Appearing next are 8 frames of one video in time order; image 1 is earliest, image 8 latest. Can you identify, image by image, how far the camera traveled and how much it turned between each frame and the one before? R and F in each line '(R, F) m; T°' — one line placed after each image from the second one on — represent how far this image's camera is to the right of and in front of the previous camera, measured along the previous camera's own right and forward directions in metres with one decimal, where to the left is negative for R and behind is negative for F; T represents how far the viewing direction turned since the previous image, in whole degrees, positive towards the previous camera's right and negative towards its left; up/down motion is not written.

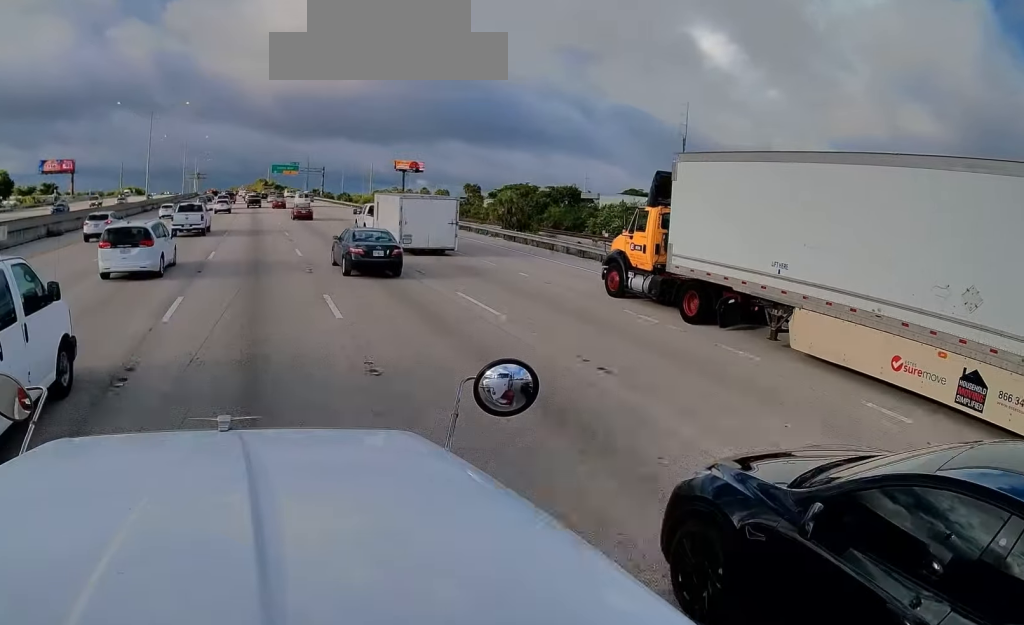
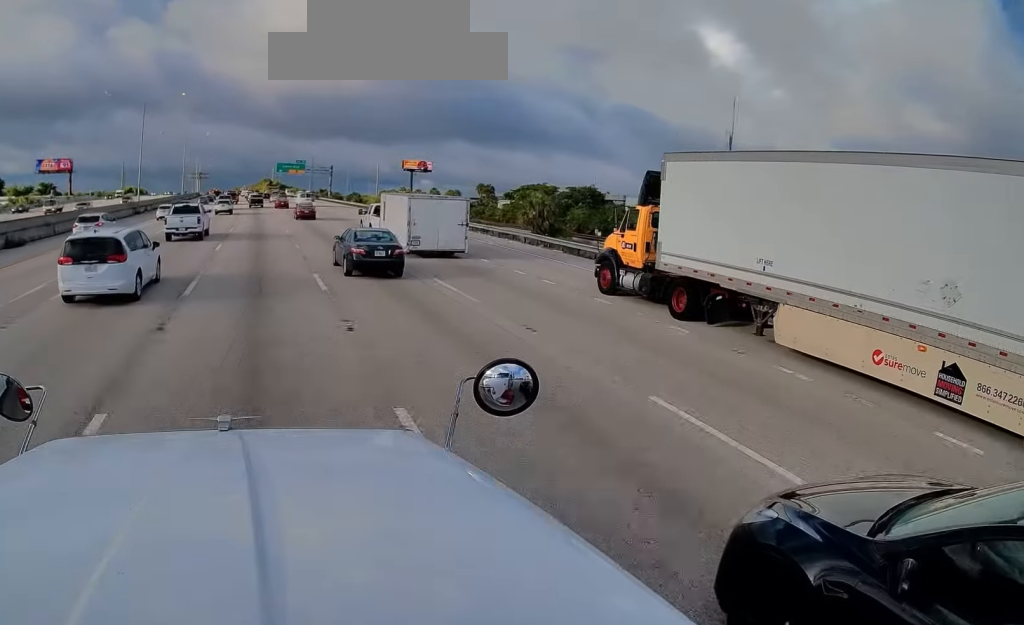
(-0.2, +9.3) m; 0°
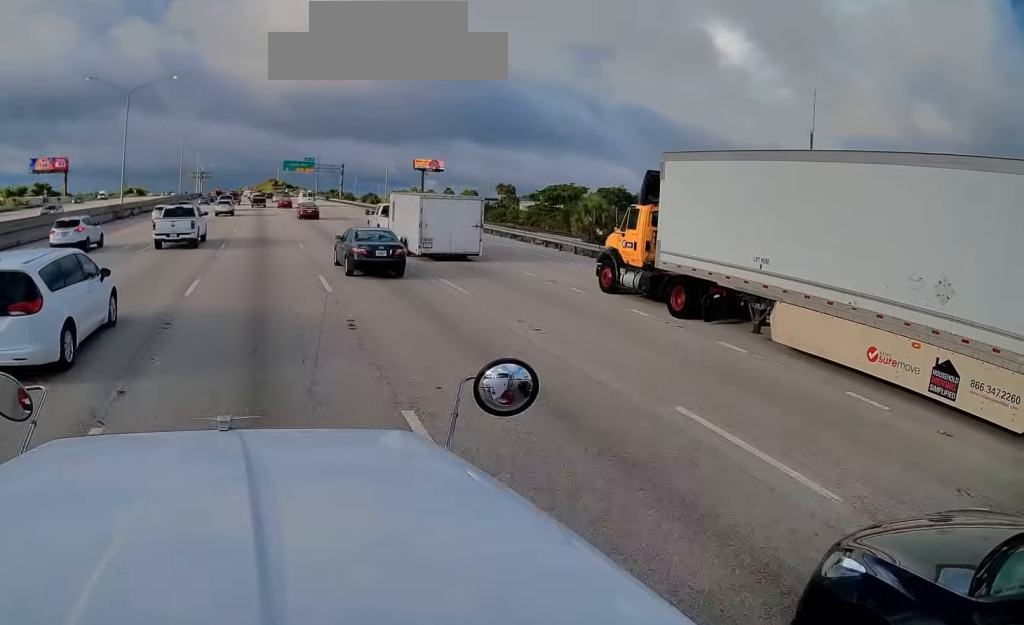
(-0.1, +12.3) m; 0°
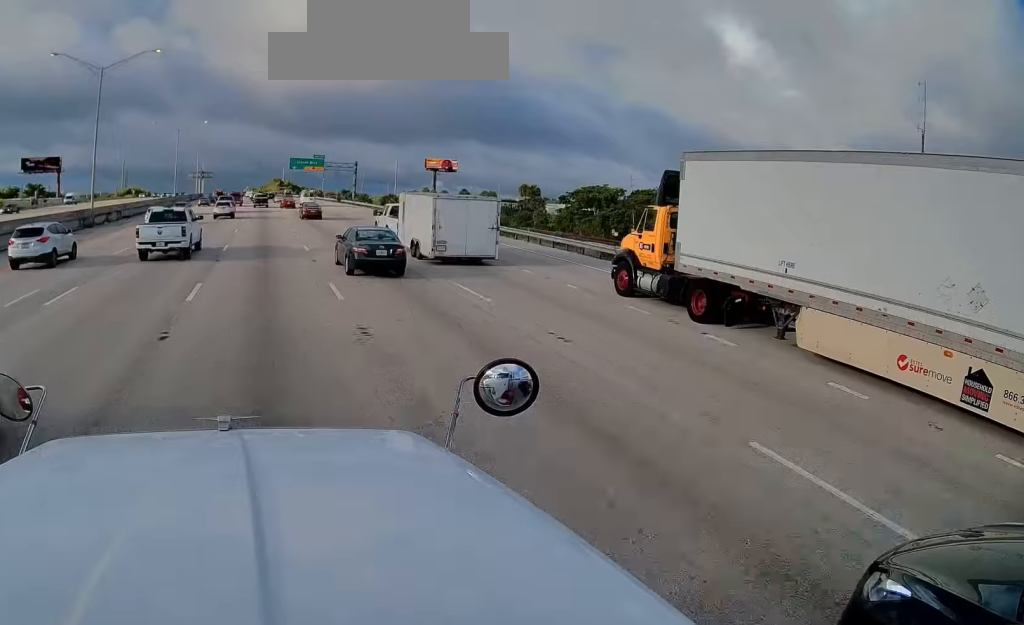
(+0.1, +14.8) m; 0°
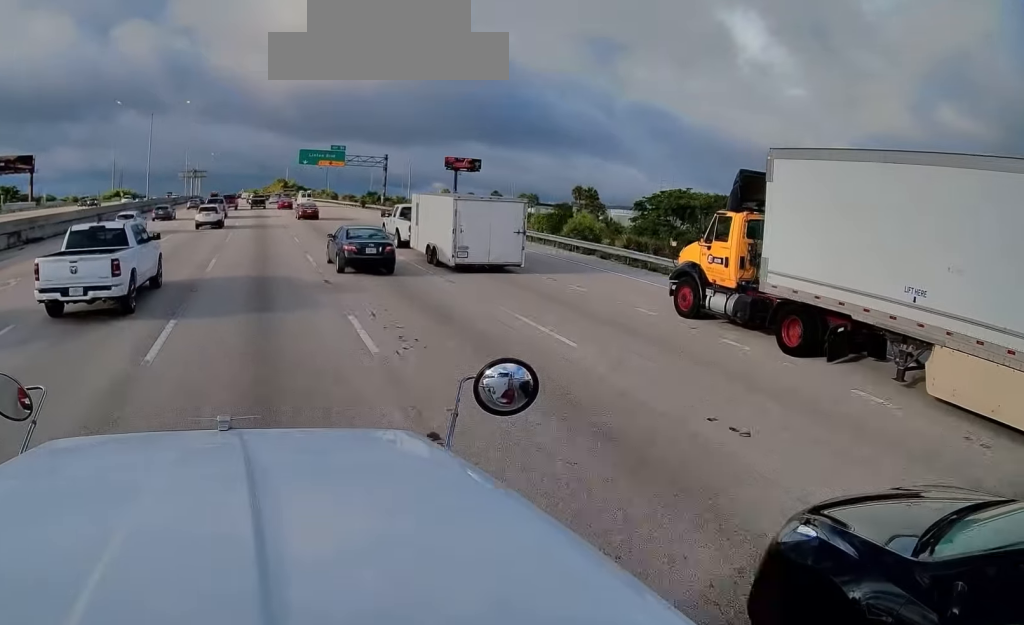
(+0.2, +30.3) m; +1°
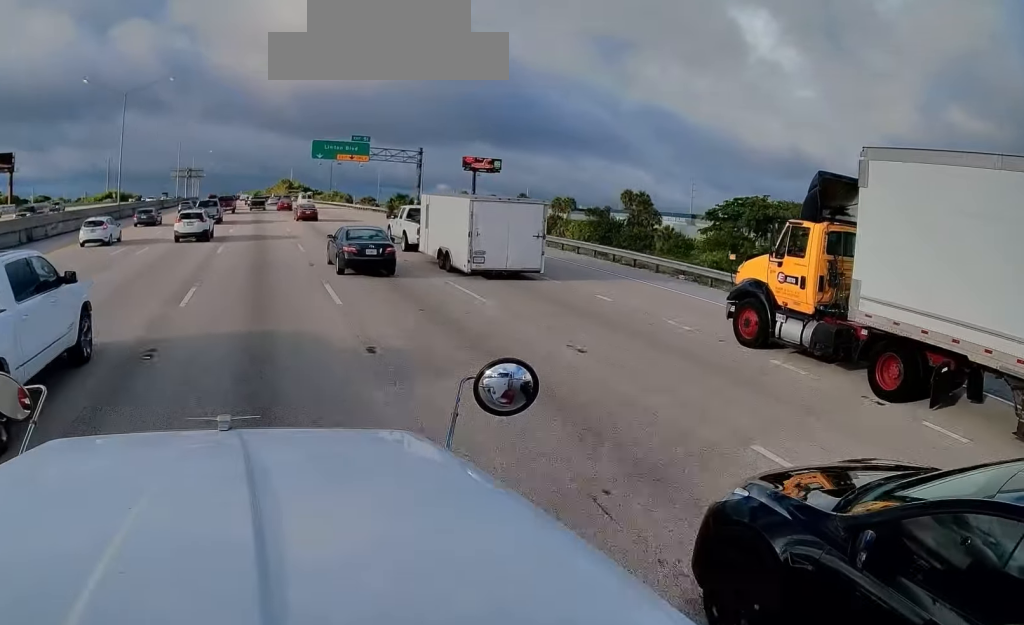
(-0.3, +19.9) m; -2°
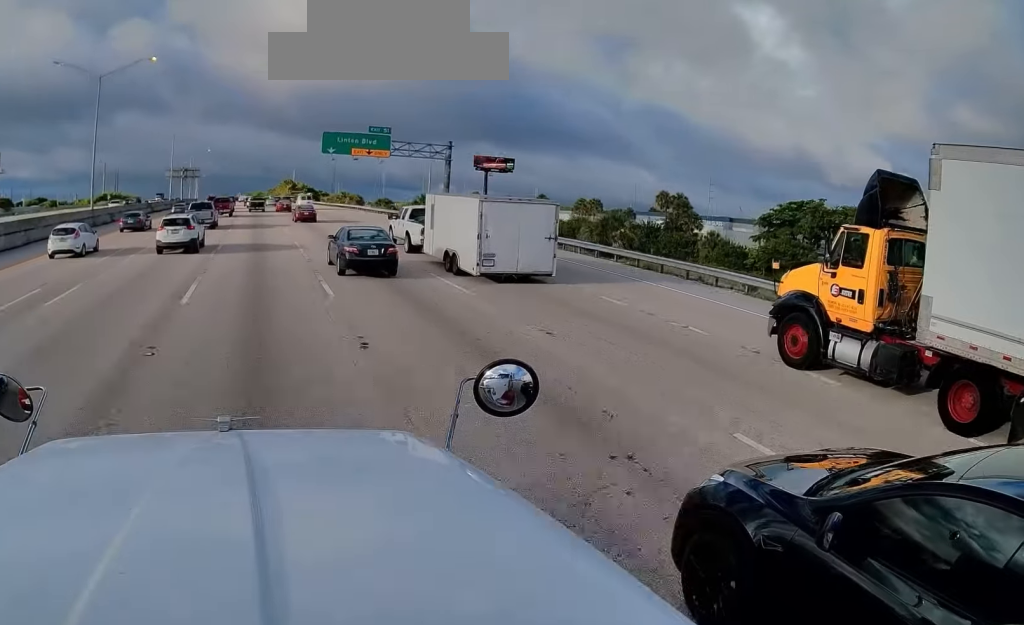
(-0.1, +12.3) m; -1°
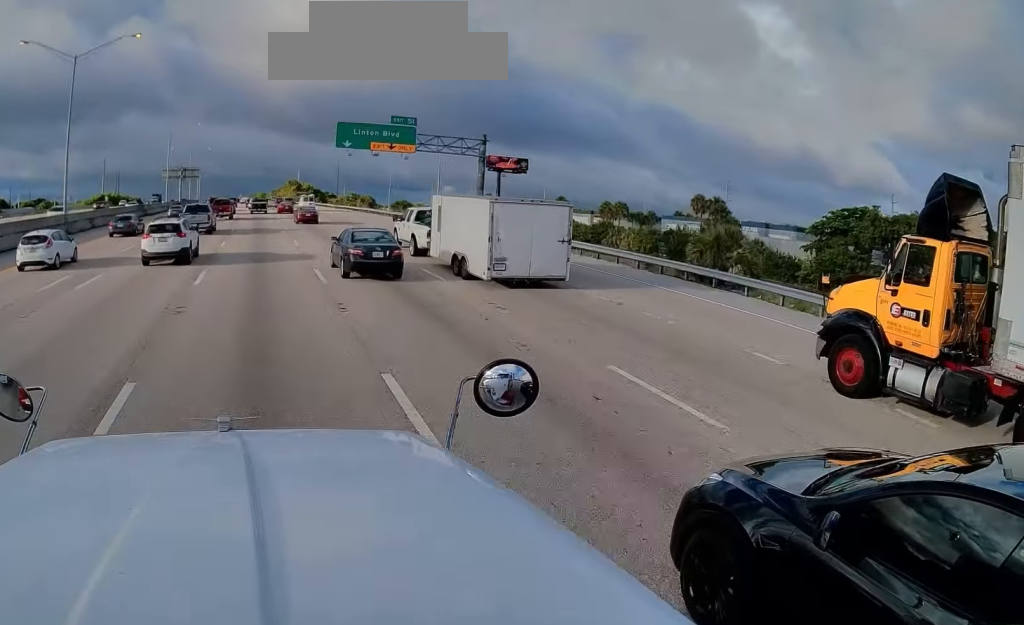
(0.0, +9.7) m; 0°
